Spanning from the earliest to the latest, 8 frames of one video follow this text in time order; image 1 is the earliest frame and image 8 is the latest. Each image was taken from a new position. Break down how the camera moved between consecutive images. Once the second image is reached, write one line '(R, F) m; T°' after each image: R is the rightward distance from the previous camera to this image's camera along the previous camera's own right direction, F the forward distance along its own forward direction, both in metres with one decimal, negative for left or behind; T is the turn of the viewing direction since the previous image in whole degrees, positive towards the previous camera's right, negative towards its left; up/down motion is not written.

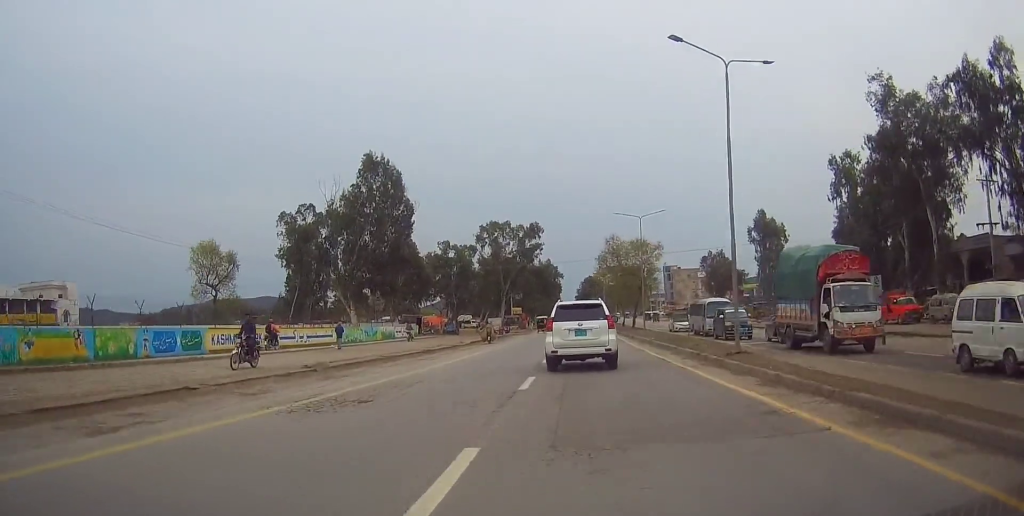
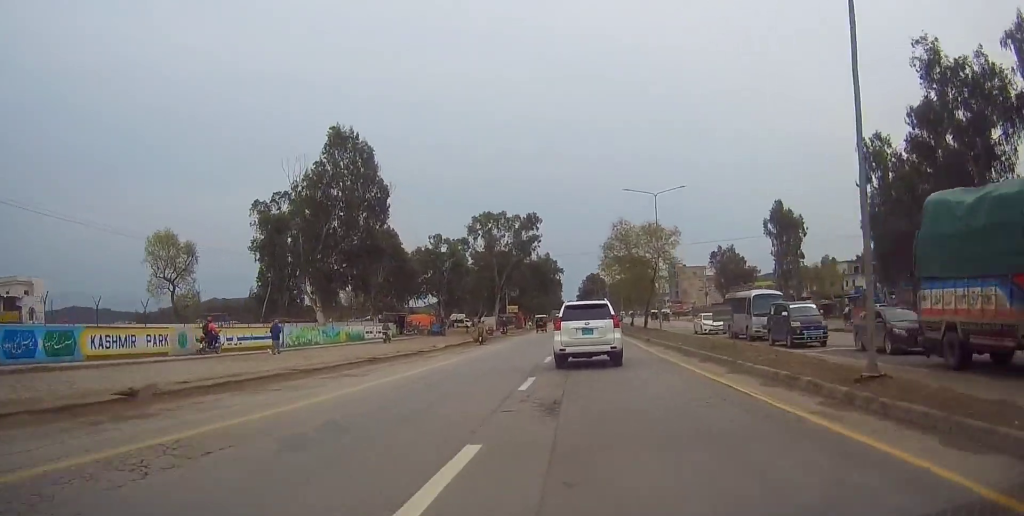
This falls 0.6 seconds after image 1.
(-0.1, +9.3) m; +1°
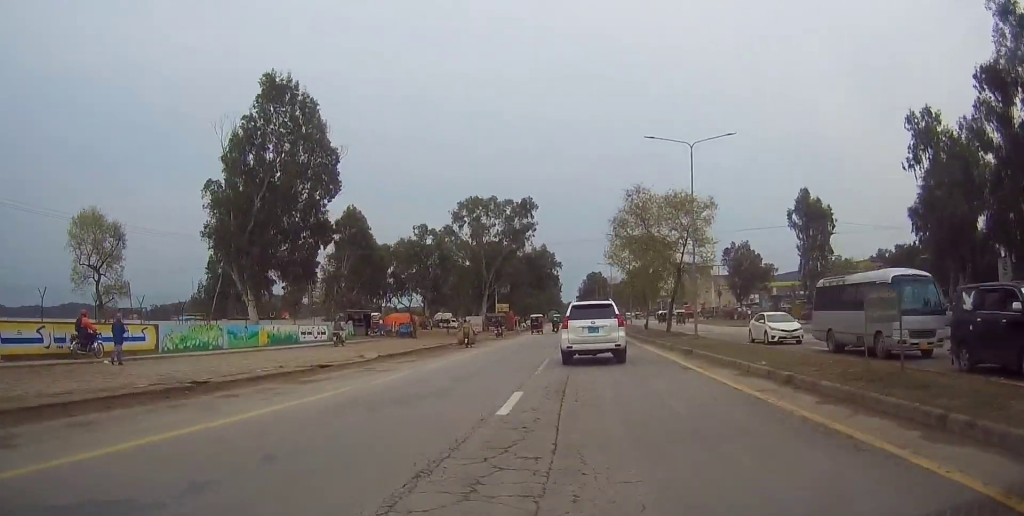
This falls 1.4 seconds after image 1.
(0.0, +12.7) m; +2°
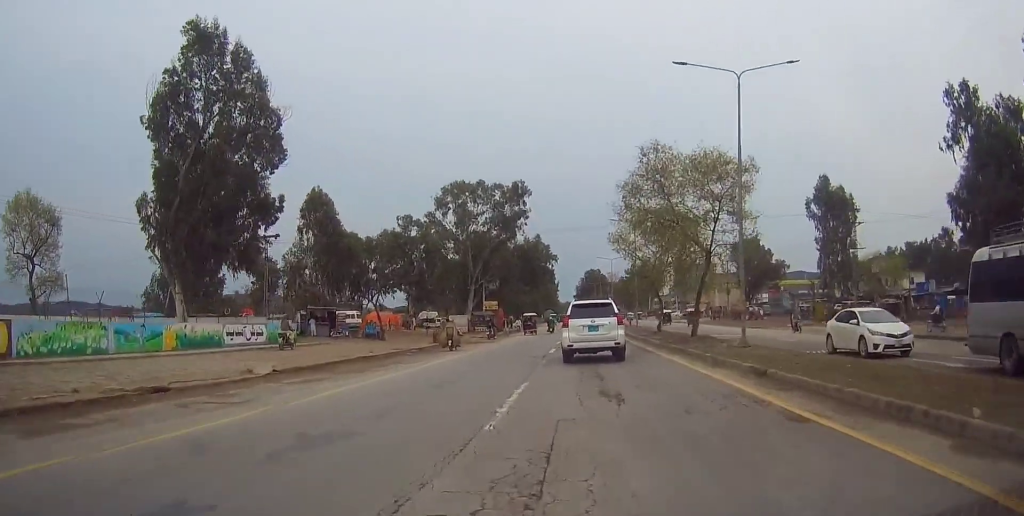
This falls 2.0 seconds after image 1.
(+0.4, +9.1) m; 0°
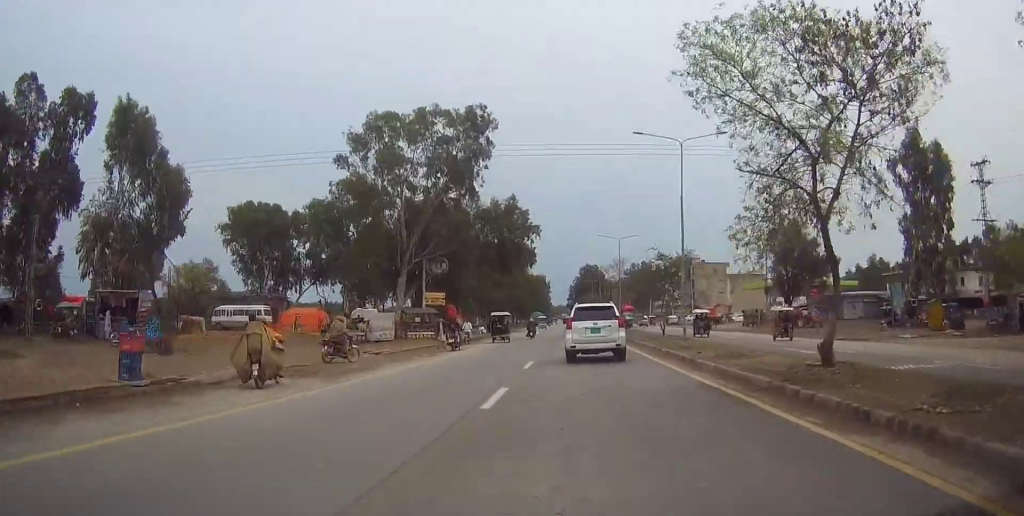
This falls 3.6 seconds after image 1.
(-0.5, +25.8) m; -1°
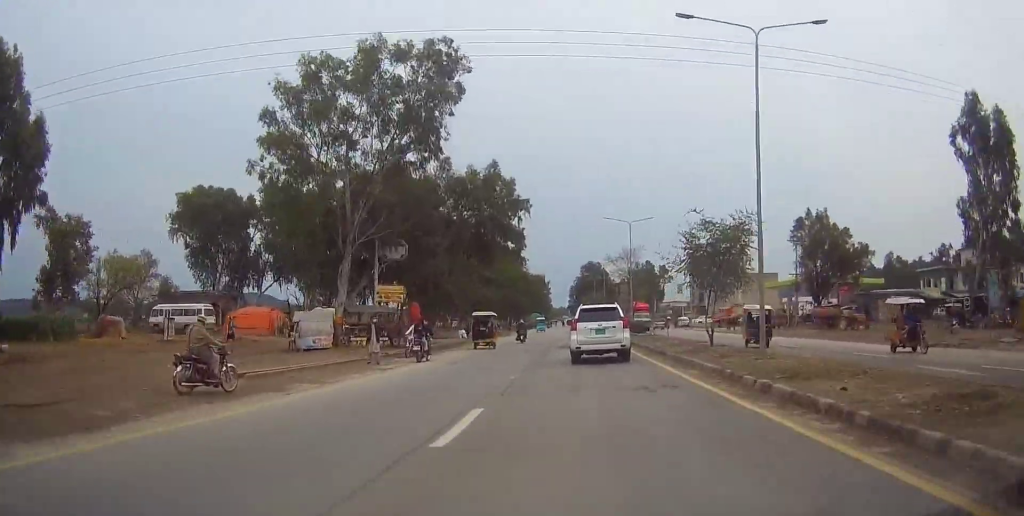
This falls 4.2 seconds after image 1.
(+0.1, +11.3) m; +1°
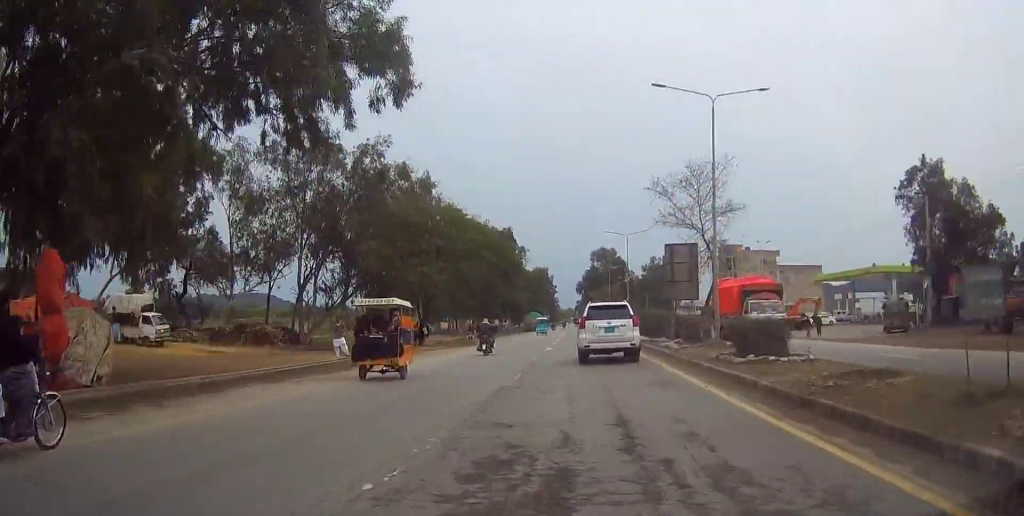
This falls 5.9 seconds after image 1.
(-0.6, +30.2) m; -1°
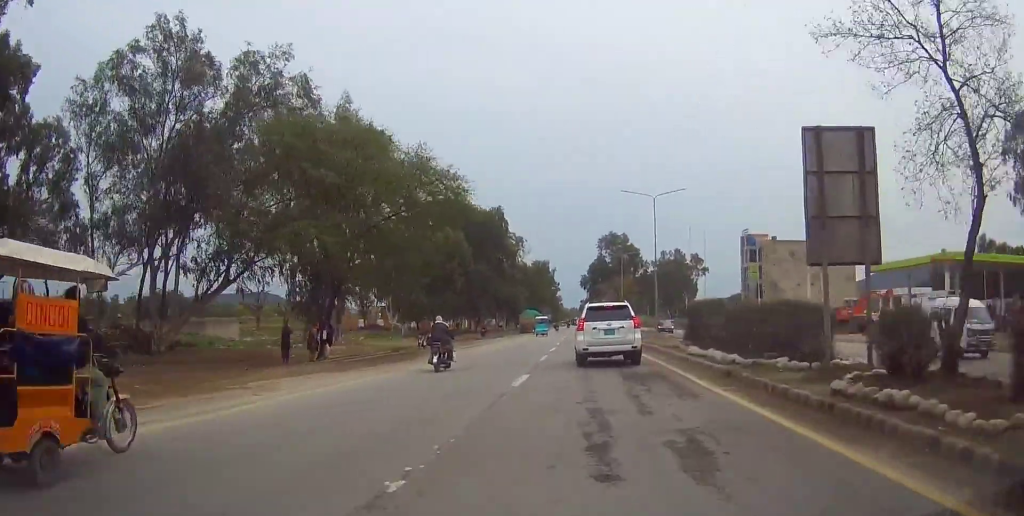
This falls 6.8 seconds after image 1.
(+0.1, +17.8) m; 0°
